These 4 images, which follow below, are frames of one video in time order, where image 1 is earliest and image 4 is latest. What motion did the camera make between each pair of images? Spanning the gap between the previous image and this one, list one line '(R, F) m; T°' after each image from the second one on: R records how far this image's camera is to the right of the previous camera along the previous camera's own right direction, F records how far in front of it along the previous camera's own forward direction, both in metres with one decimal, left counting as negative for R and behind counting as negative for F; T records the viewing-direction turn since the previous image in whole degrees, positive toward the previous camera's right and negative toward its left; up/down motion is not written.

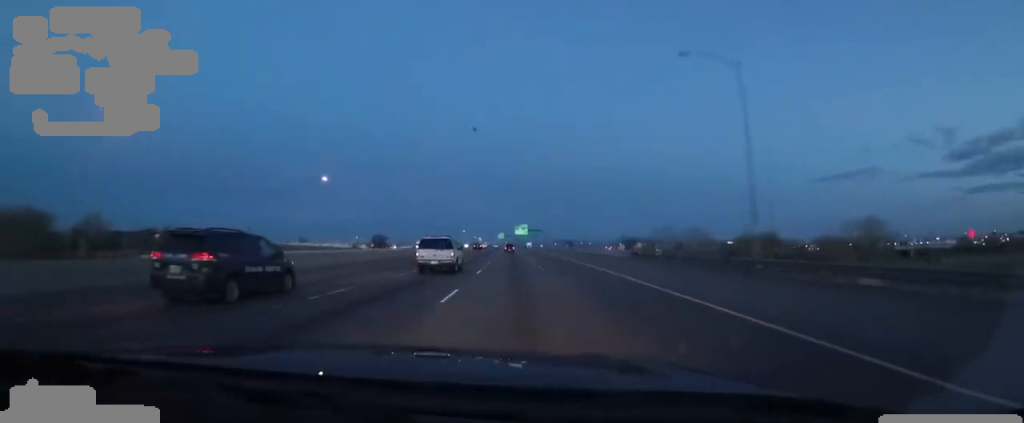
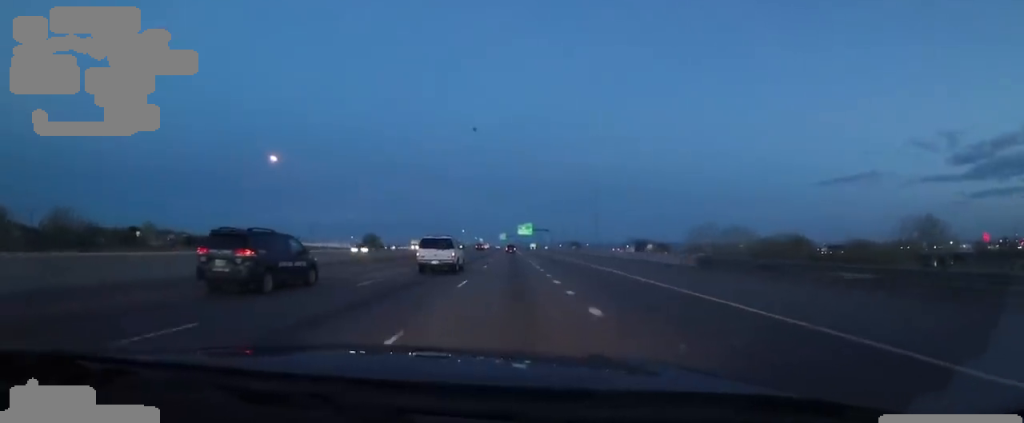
(0.0, +20.8) m; 0°
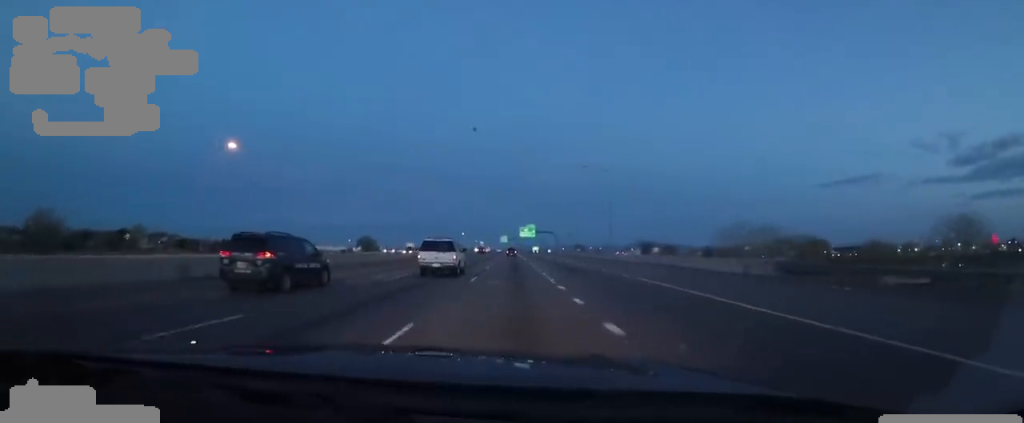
(0.0, +10.8) m; 0°
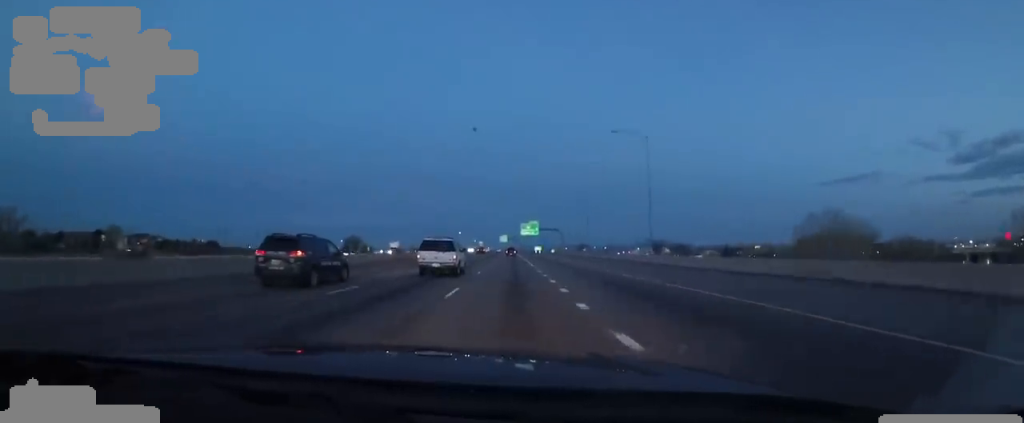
(0.0, +19.6) m; 0°
